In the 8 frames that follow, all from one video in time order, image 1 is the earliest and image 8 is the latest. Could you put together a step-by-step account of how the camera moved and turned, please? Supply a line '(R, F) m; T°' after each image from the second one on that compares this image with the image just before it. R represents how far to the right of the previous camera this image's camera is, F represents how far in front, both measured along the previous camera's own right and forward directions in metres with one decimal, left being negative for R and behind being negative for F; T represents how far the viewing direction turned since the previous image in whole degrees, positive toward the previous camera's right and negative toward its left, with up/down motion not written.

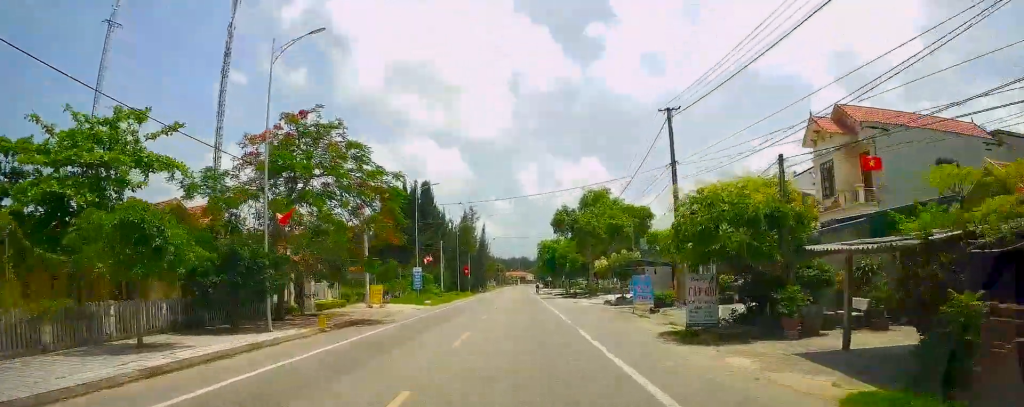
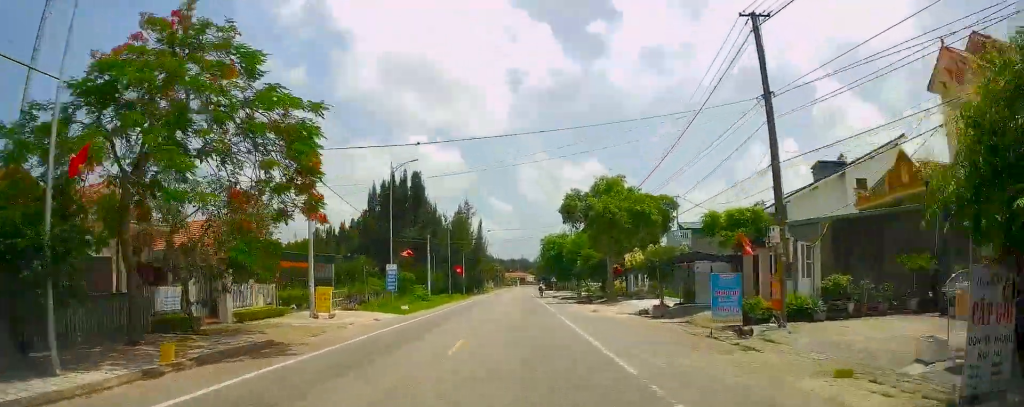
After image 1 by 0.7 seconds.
(0.0, +11.7) m; 0°
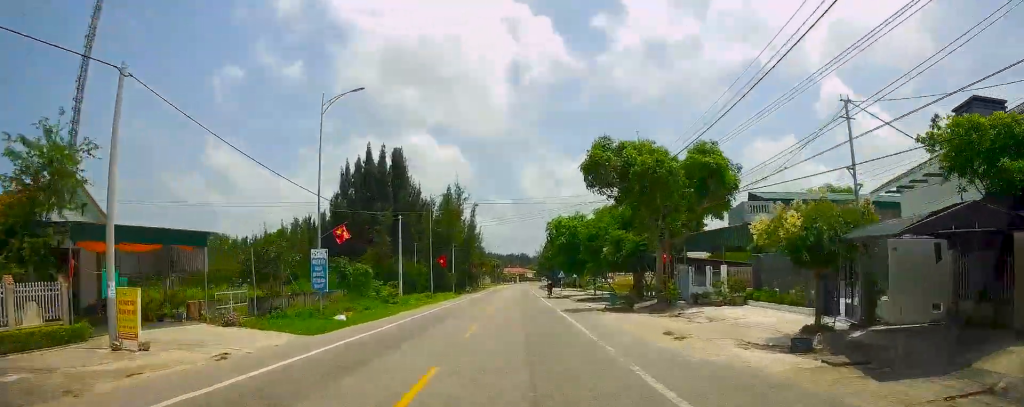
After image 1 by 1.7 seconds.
(-0.1, +16.5) m; +1°
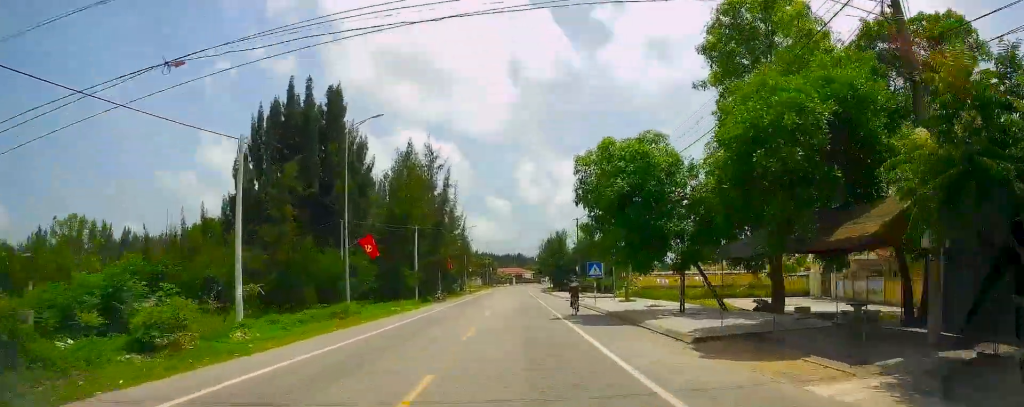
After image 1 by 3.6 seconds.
(-0.5, +30.4) m; -3°
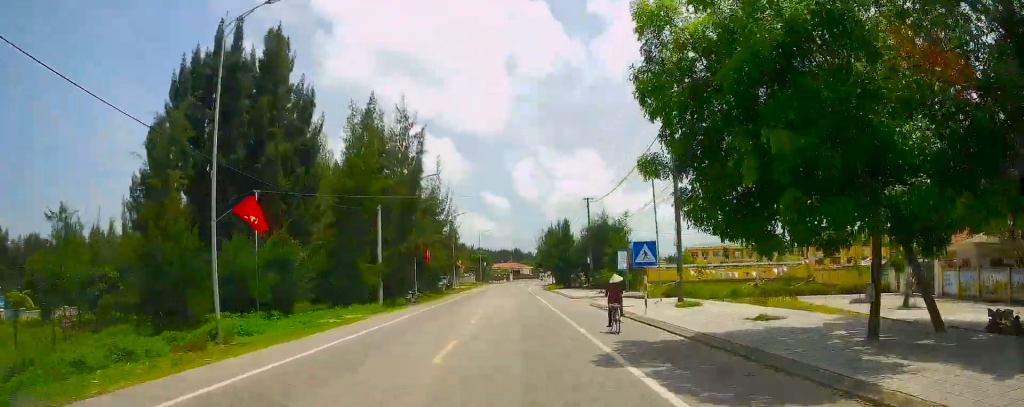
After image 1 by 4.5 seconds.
(-0.2, +14.6) m; +1°
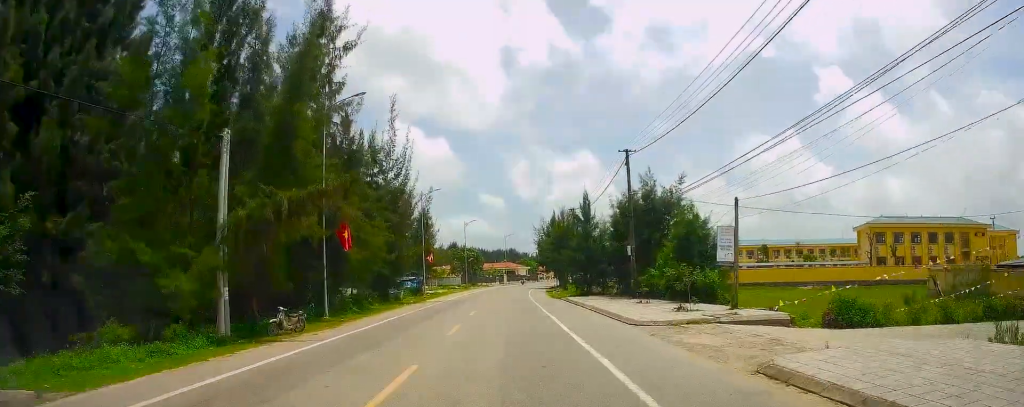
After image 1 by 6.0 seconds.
(+1.1, +24.2) m; +2°
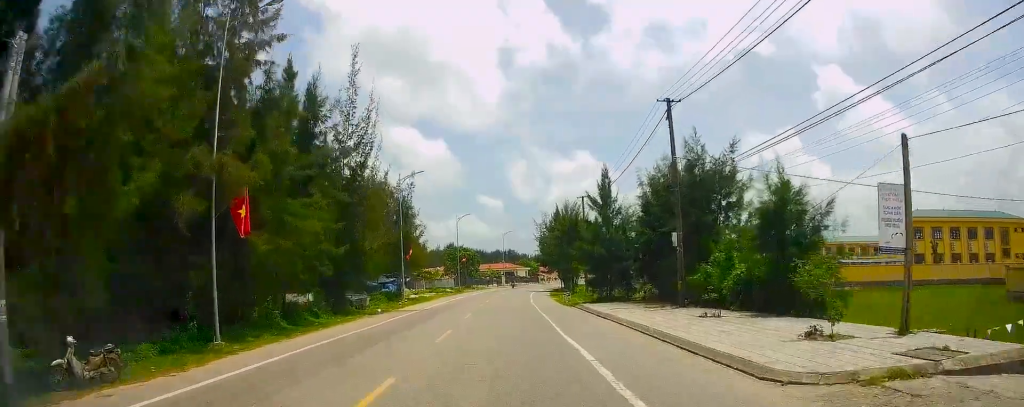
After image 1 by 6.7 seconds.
(-0.4, +11.3) m; 0°
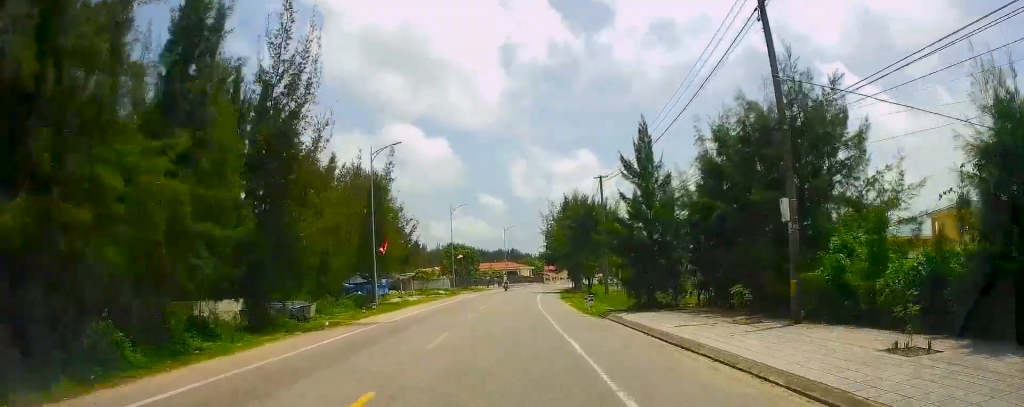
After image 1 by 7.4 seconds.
(0.0, +11.3) m; 0°
